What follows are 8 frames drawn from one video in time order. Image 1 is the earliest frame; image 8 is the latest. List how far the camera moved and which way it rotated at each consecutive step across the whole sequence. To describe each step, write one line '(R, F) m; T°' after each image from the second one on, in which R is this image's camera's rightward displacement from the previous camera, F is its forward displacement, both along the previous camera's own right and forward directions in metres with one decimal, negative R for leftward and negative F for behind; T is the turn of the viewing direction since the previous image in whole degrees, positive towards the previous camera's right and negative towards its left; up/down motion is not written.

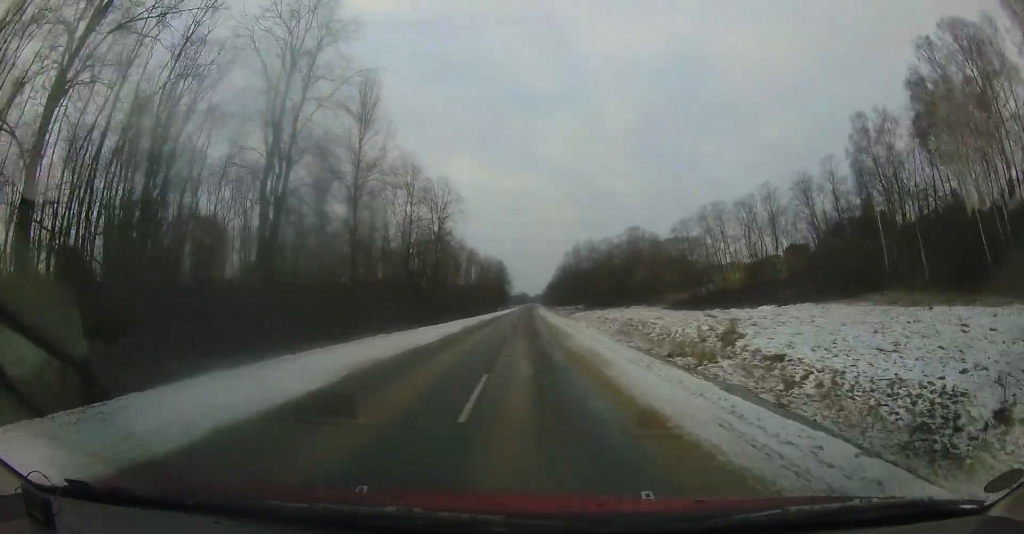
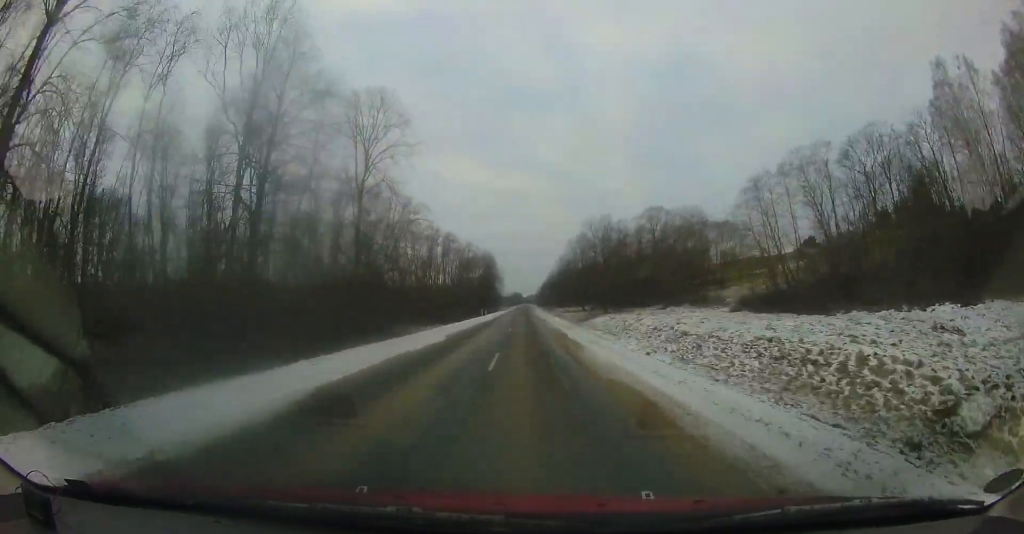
(+0.5, +19.9) m; +1°
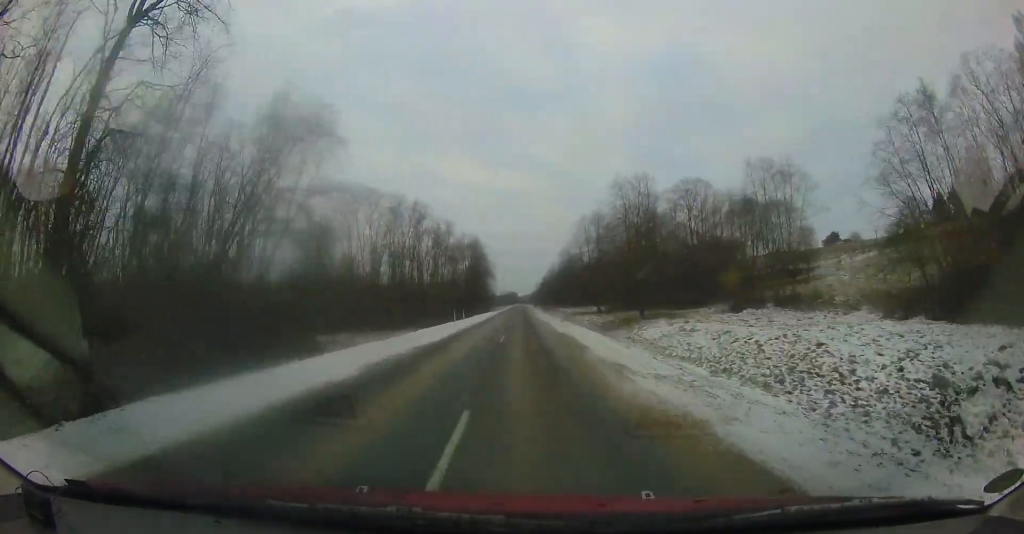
(-0.1, +18.1) m; +1°
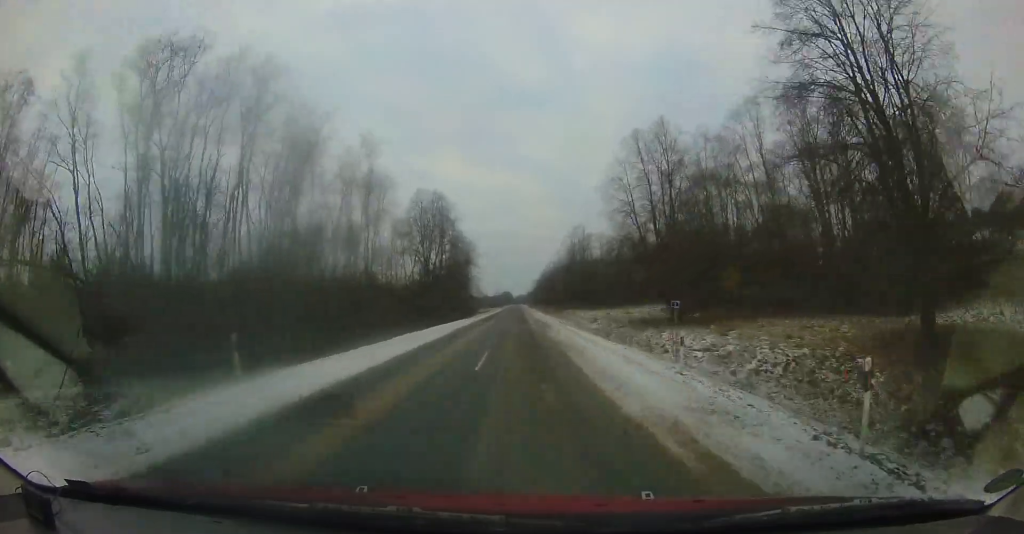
(+0.7, +29.5) m; +2°
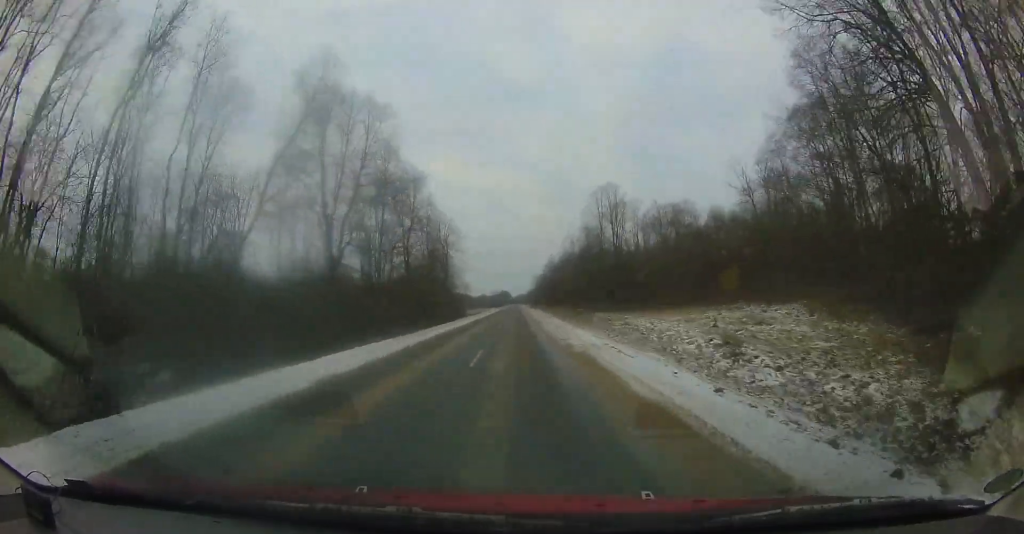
(-0.3, +23.9) m; -1°
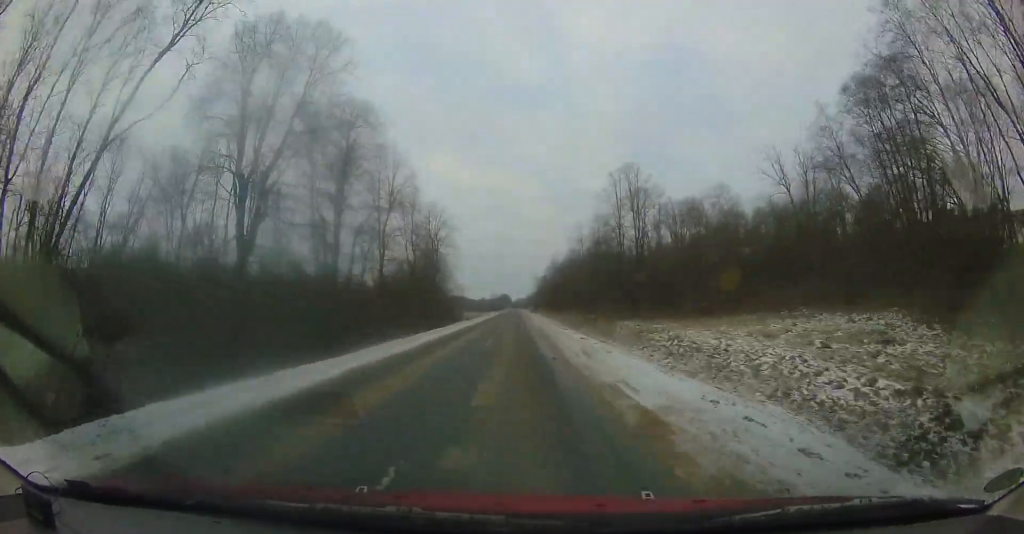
(-0.2, +8.0) m; 0°
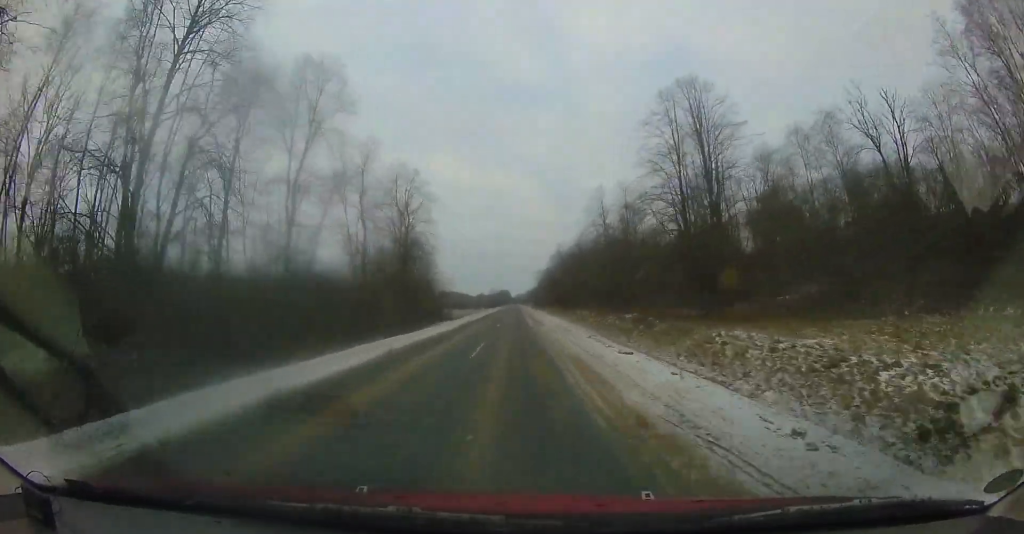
(+0.2, +14.5) m; 0°
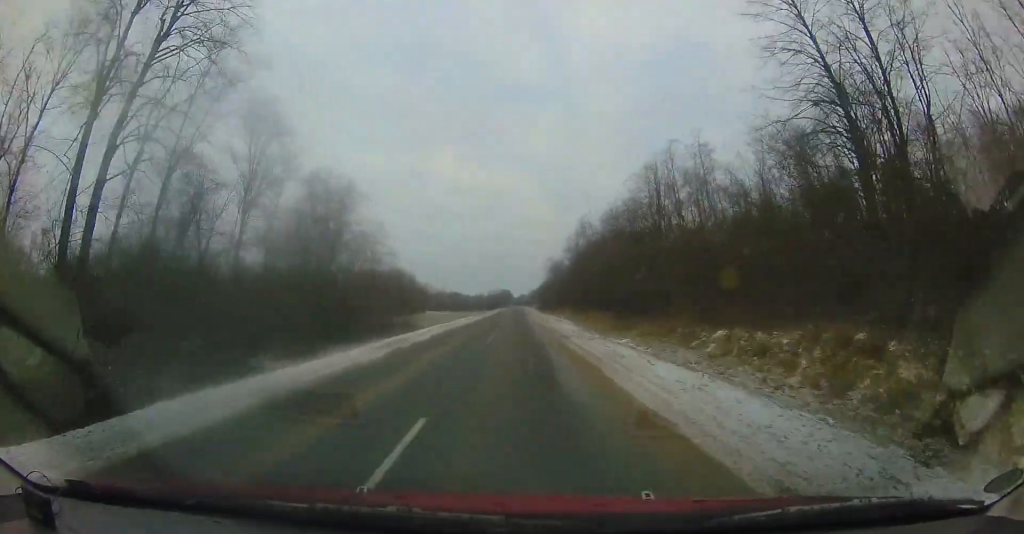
(+0.3, +31.8) m; +2°
